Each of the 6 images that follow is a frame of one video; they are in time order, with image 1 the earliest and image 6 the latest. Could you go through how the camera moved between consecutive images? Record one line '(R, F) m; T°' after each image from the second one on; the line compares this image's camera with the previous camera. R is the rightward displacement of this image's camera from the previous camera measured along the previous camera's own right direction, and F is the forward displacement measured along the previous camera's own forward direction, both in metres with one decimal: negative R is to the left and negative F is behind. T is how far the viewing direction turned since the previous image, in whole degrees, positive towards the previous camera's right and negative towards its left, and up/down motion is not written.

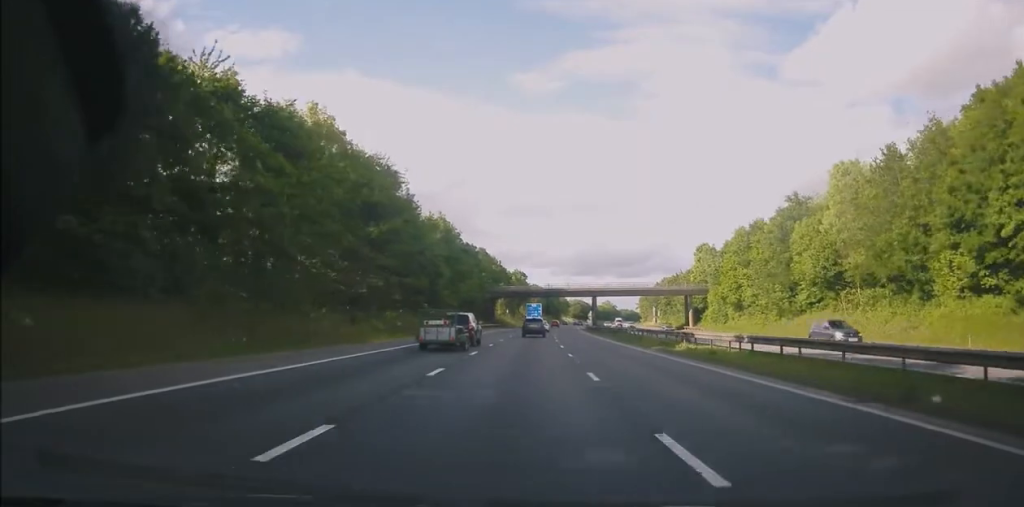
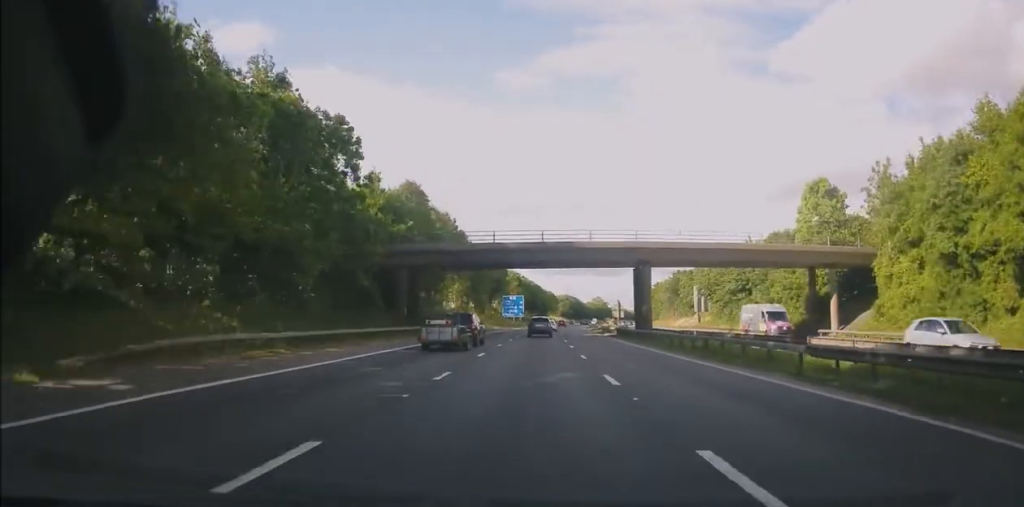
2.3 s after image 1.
(+1.6, +63.1) m; +2°
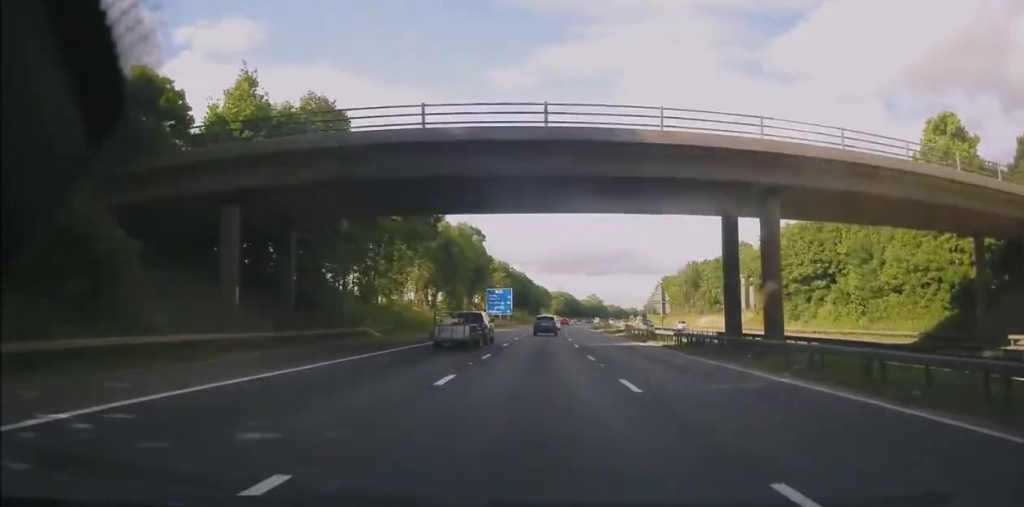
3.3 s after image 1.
(0.0, +27.5) m; 0°
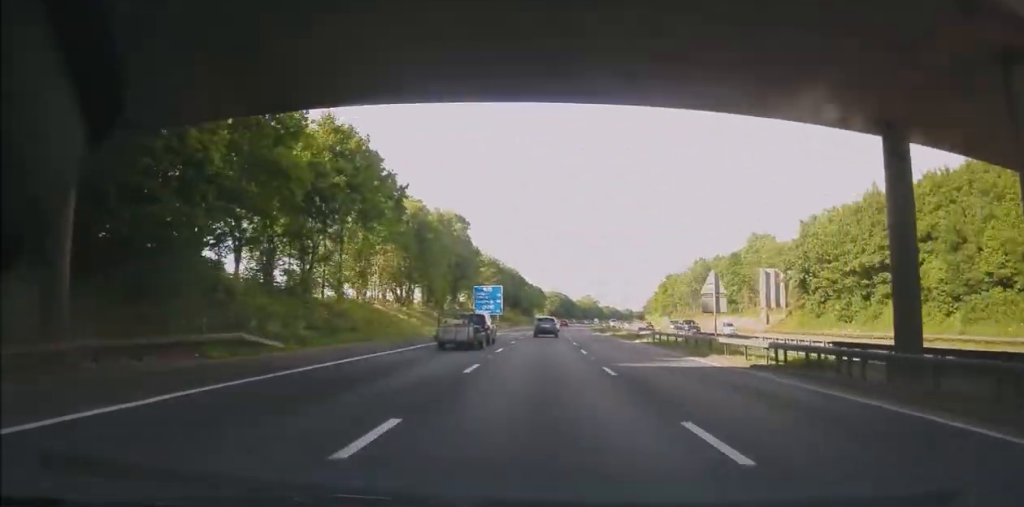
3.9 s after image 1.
(-0.3, +14.2) m; +1°
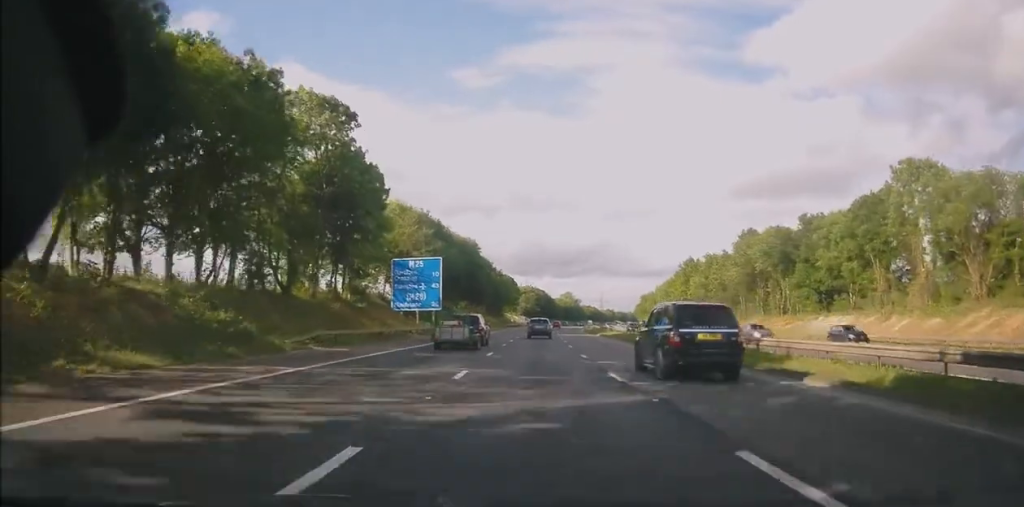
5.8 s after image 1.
(+1.5, +50.8) m; +2°
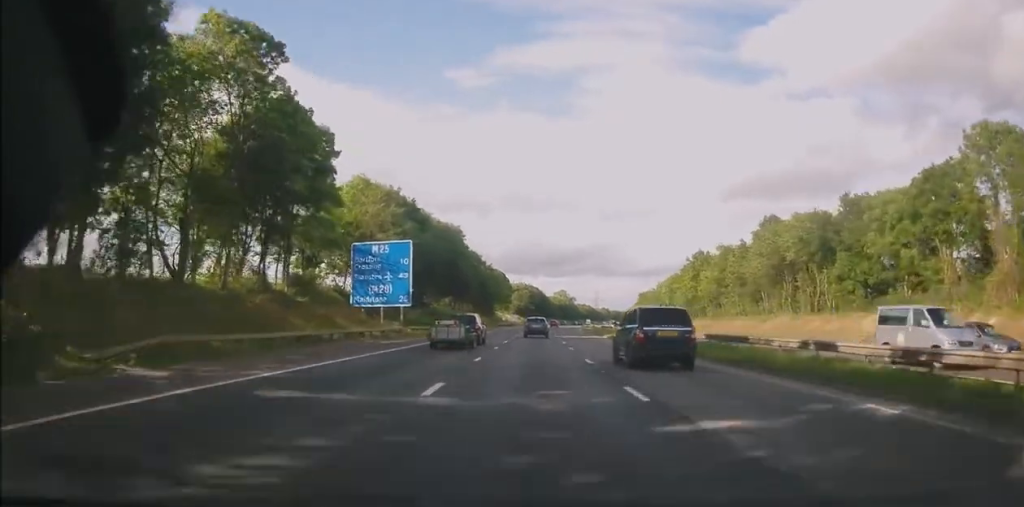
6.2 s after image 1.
(0.0, +12.5) m; 0°
